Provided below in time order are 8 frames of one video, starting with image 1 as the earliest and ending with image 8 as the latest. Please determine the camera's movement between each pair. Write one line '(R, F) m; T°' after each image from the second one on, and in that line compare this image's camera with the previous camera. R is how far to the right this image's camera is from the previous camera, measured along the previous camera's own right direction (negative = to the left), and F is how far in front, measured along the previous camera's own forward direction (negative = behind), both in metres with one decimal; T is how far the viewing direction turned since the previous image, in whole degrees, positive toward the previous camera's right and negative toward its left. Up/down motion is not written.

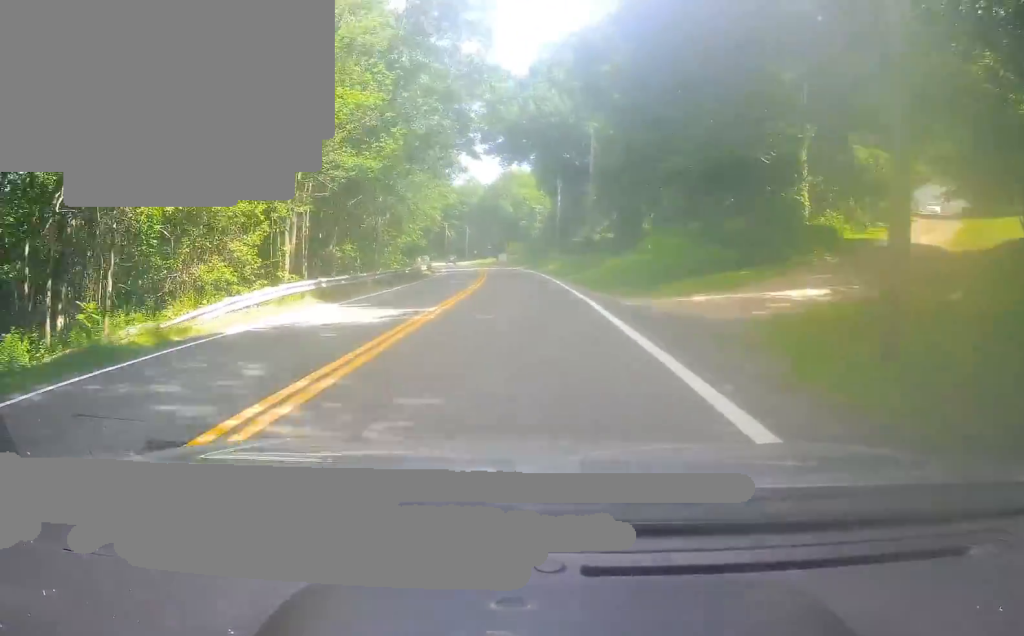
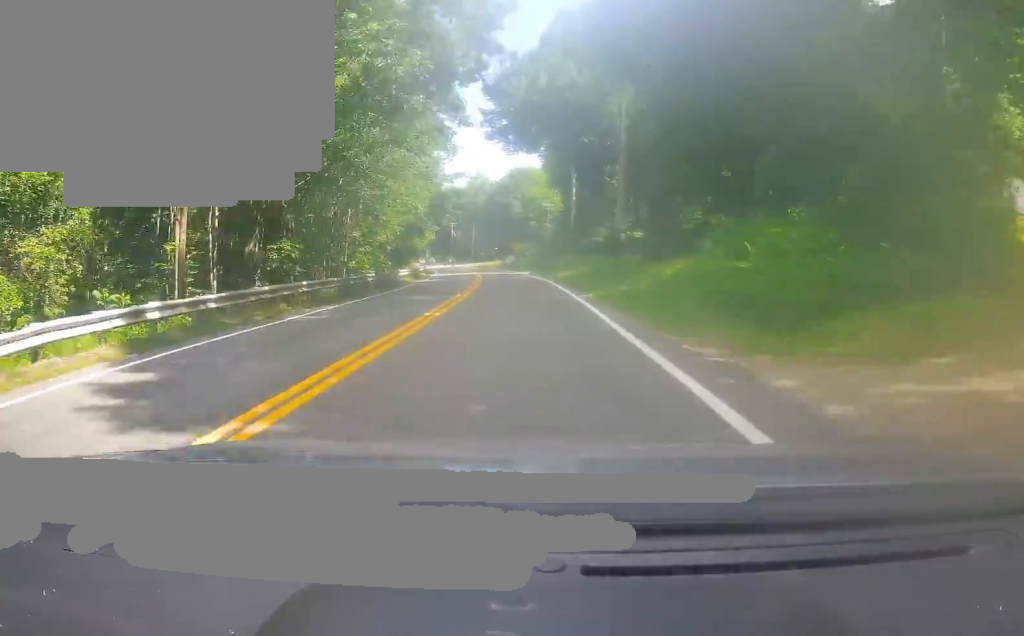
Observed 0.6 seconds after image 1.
(-0.6, +12.2) m; -1°
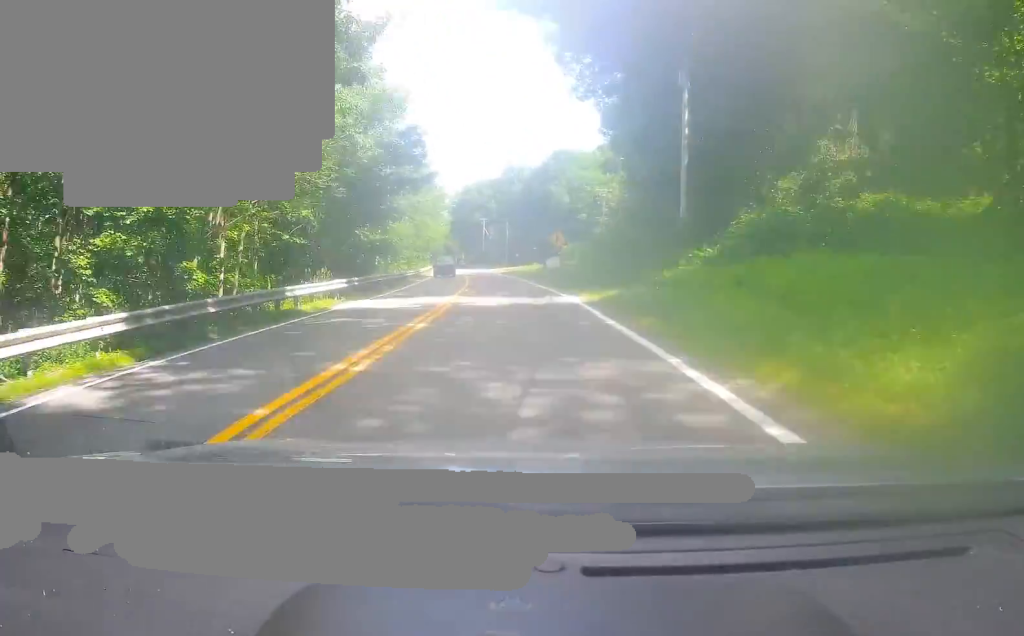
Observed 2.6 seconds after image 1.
(-0.9, +37.3) m; -3°
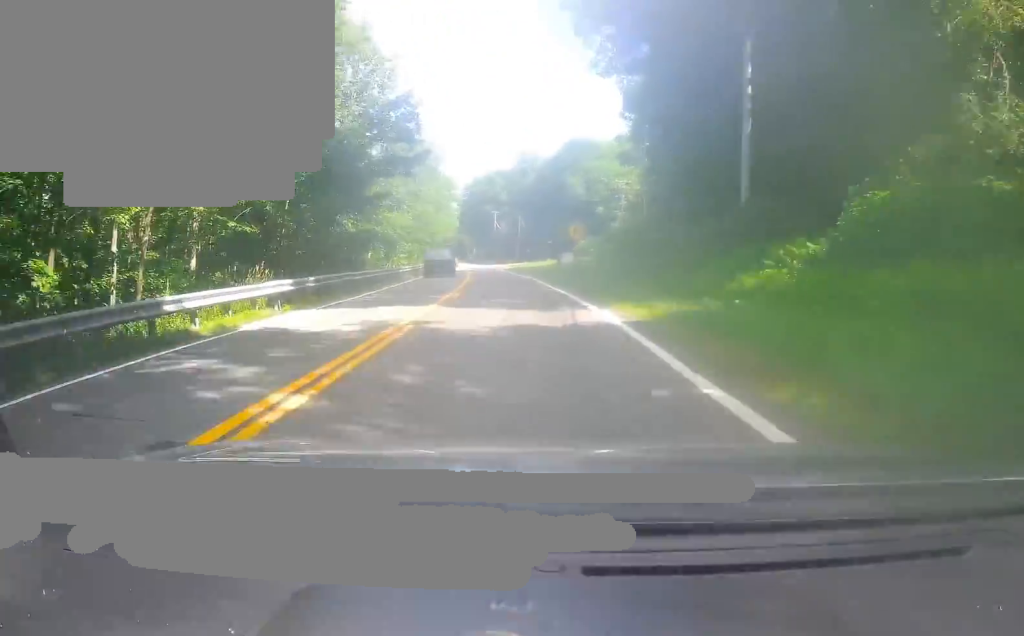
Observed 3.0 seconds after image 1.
(-0.1, +7.8) m; -1°
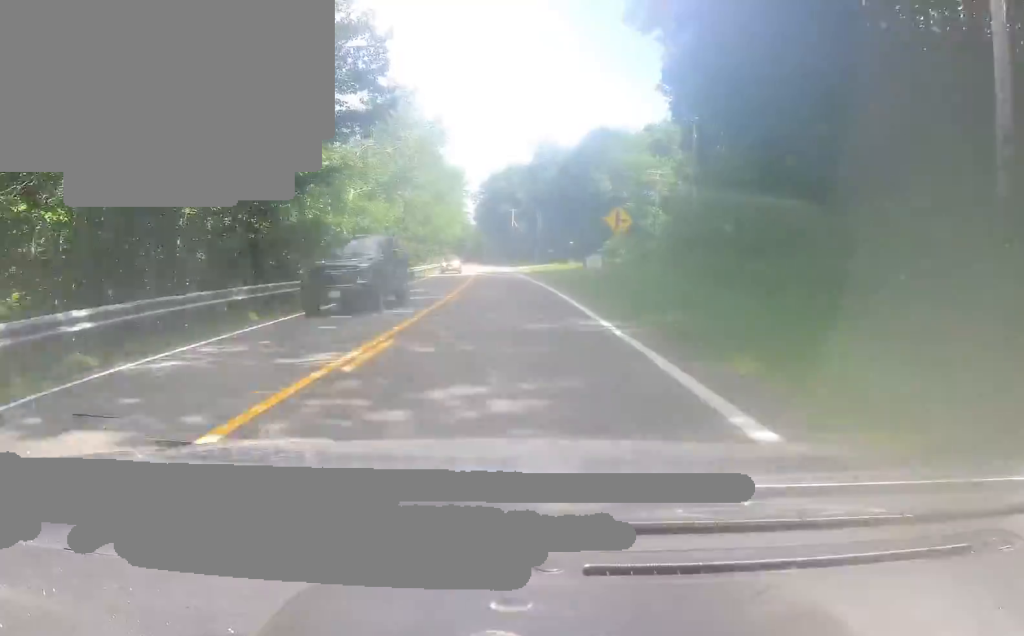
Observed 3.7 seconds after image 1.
(0.0, +13.7) m; -1°
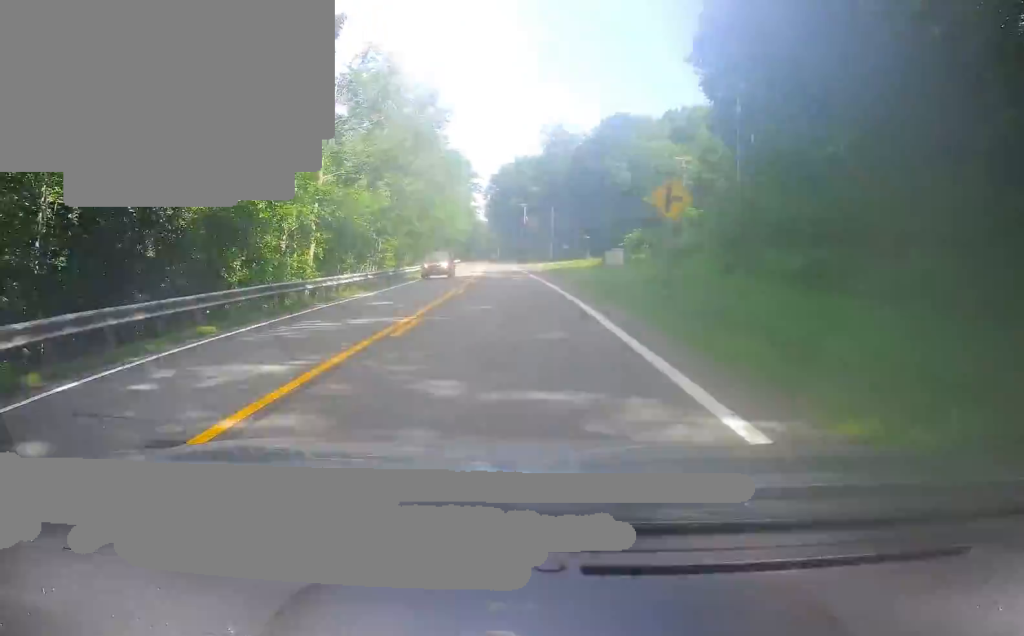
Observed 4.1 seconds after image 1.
(+0.1, +9.1) m; -1°
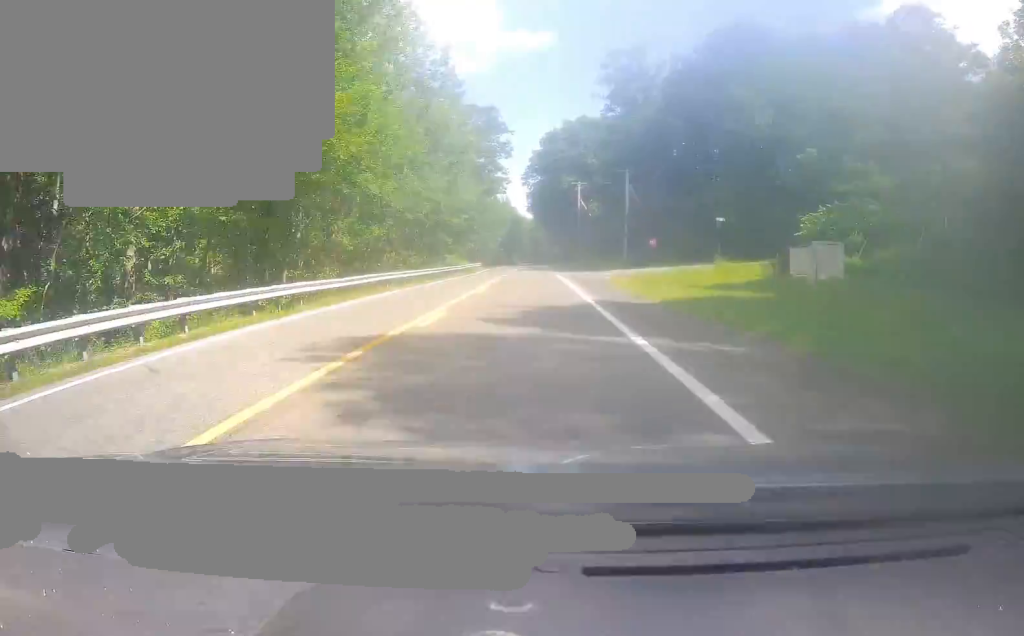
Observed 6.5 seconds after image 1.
(-1.4, +47.1) m; -2°
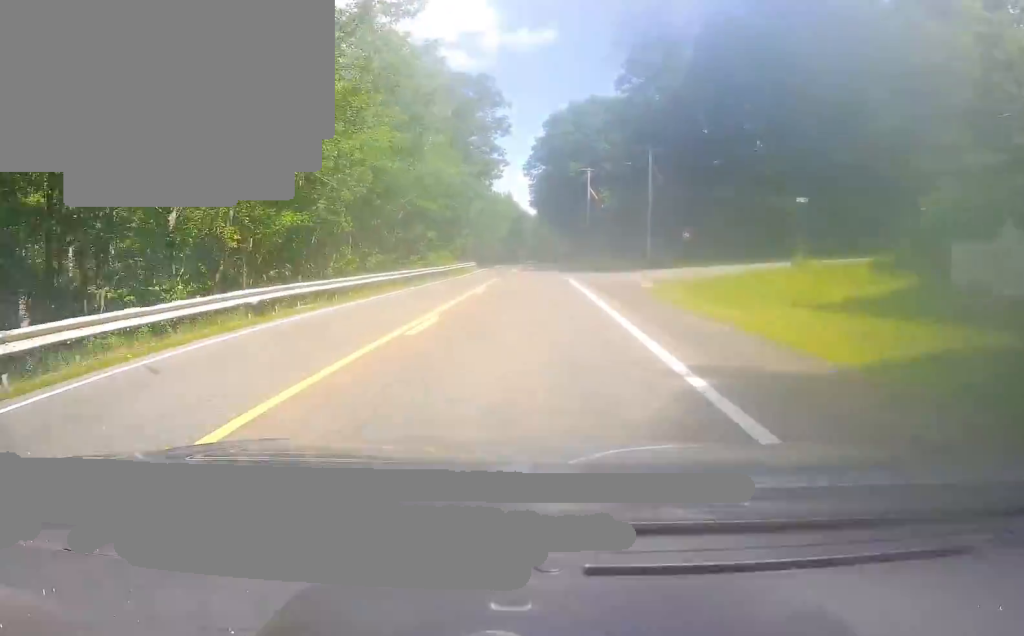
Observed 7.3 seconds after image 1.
(-0.1, +14.4) m; -2°
